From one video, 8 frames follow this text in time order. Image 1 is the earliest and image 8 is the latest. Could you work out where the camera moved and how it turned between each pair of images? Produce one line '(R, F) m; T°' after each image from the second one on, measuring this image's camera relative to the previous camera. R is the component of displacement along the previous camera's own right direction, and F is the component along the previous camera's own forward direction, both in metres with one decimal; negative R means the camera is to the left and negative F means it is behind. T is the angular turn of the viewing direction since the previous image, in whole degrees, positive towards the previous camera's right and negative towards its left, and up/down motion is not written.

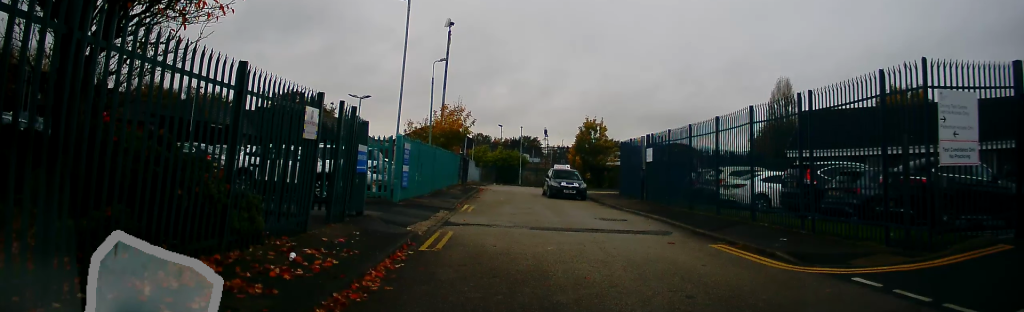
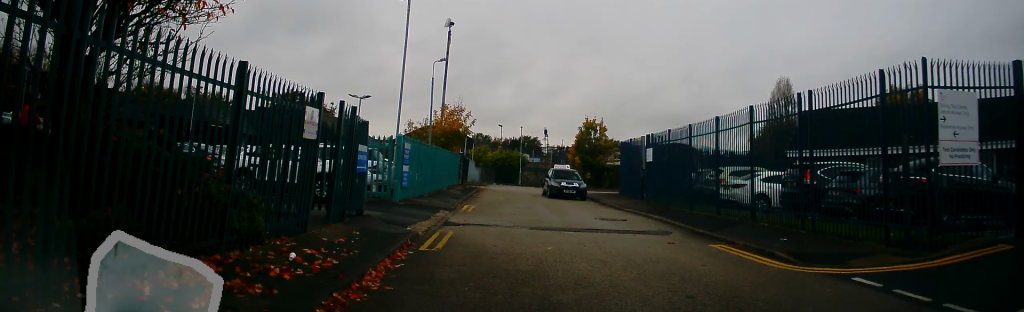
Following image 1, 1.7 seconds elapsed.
(0.0, 0.0) m; 0°
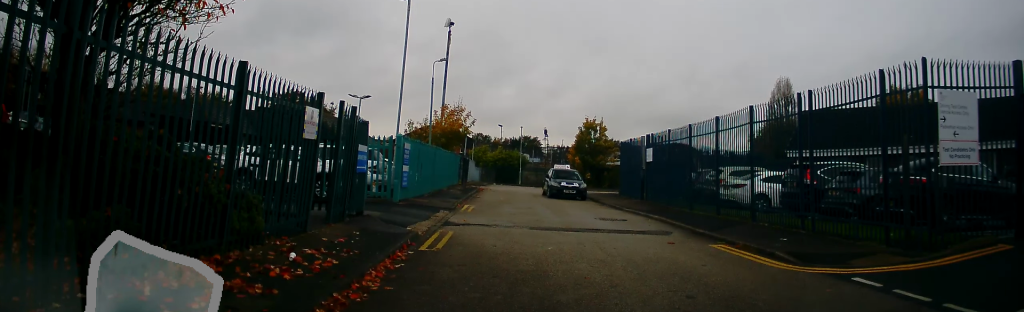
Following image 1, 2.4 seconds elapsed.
(0.0, 0.0) m; 0°
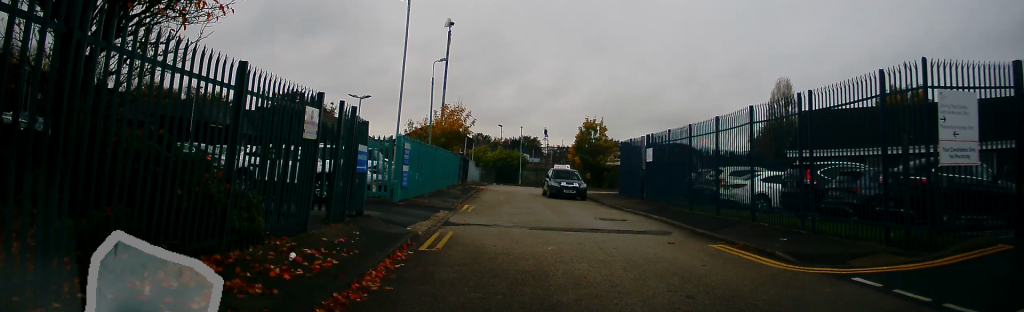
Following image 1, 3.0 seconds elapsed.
(0.0, 0.0) m; 0°
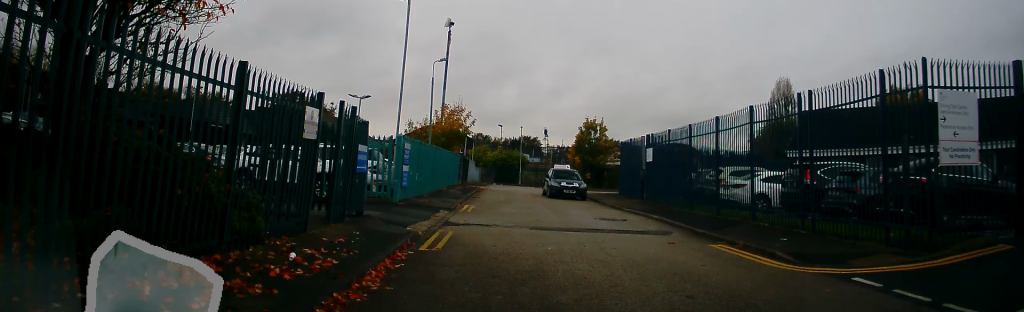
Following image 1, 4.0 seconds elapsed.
(0.0, 0.0) m; 0°
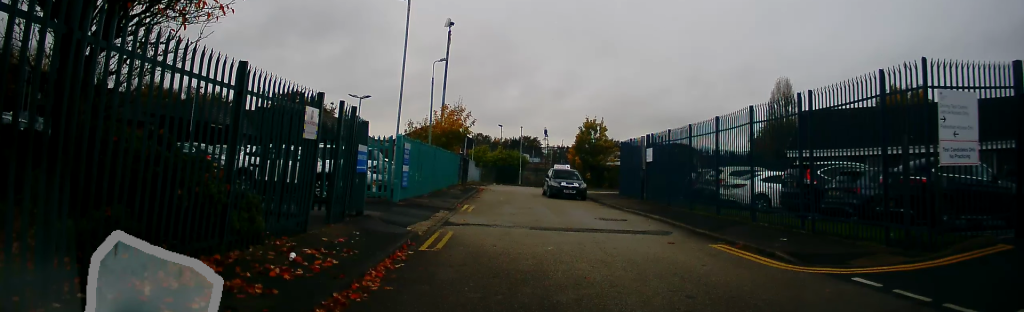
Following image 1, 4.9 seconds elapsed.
(0.0, 0.0) m; 0°
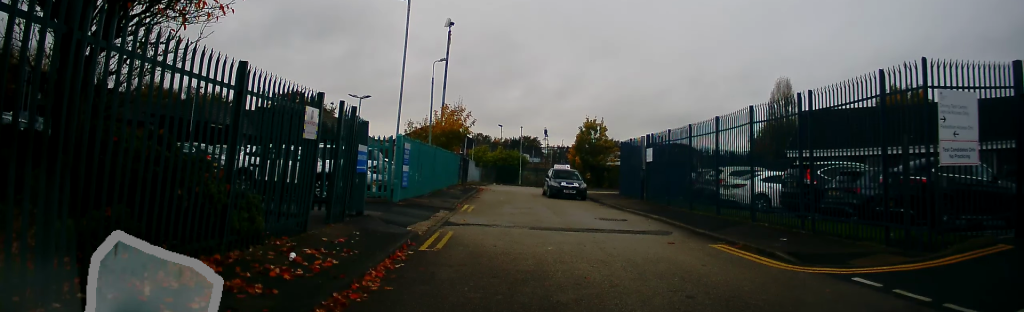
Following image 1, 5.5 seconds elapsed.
(0.0, 0.0) m; 0°
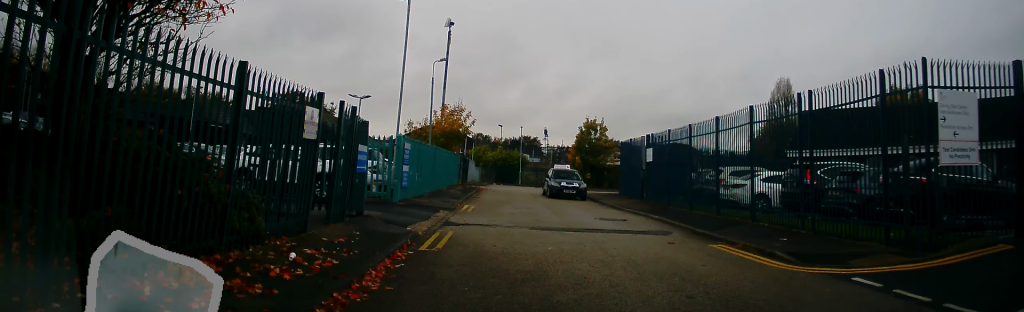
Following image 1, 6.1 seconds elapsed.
(0.0, 0.0) m; 0°
